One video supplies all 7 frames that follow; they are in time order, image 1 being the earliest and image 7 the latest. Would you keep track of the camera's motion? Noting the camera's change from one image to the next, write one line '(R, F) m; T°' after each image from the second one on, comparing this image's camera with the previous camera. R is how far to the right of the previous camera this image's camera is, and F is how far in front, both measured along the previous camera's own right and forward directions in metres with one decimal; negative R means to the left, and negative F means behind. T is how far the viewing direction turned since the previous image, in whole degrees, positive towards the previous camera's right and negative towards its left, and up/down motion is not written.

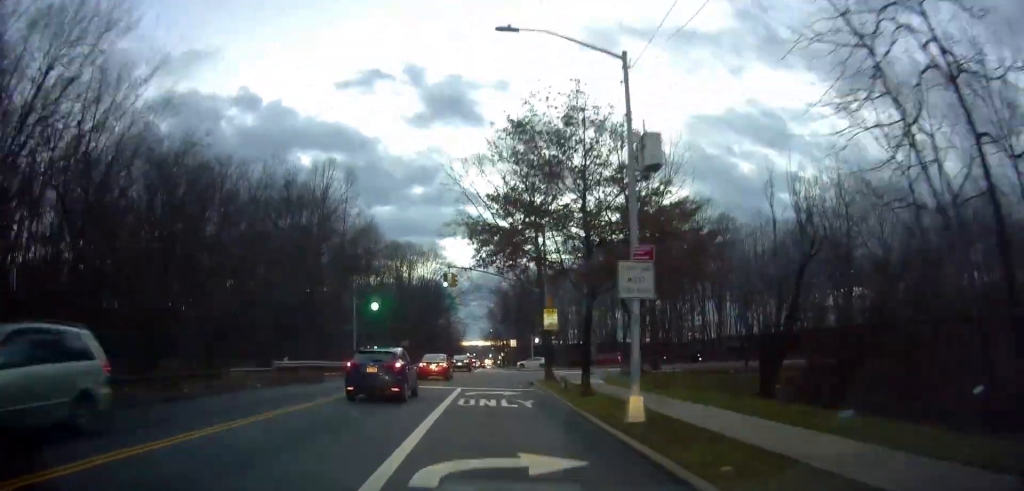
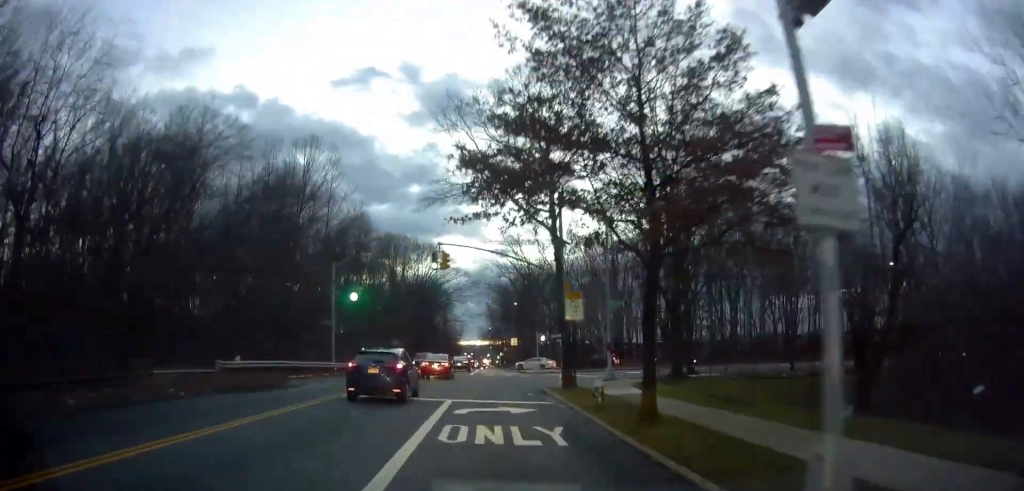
(-0.1, +6.9) m; +3°
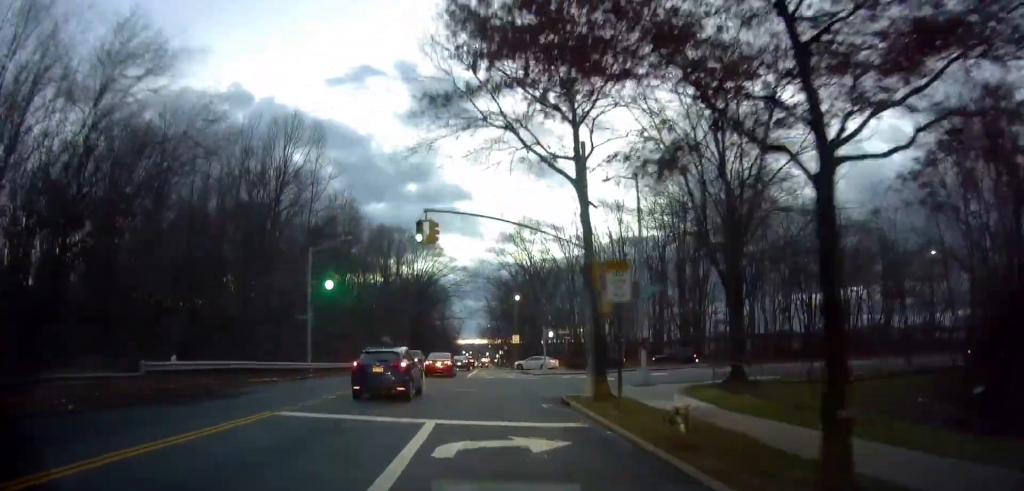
(+0.1, +6.3) m; +2°
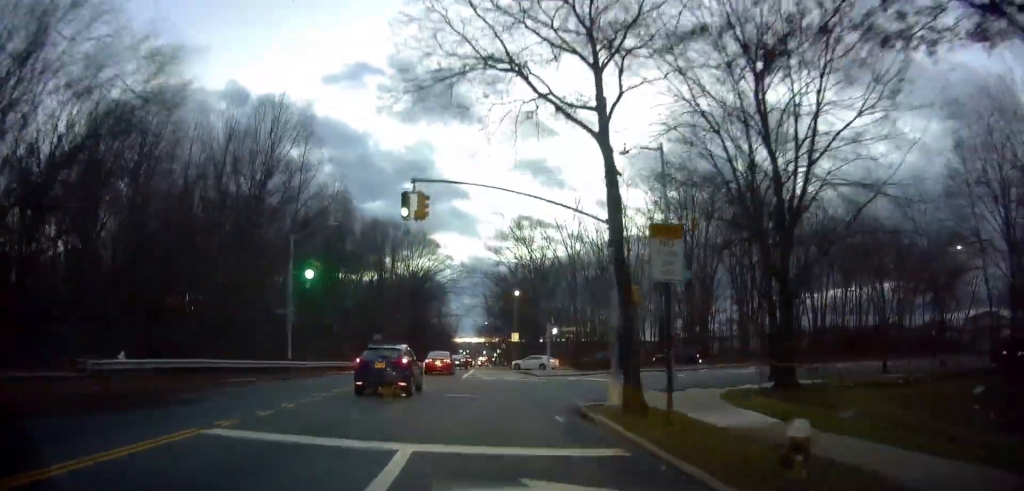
(+0.4, +3.9) m; -1°
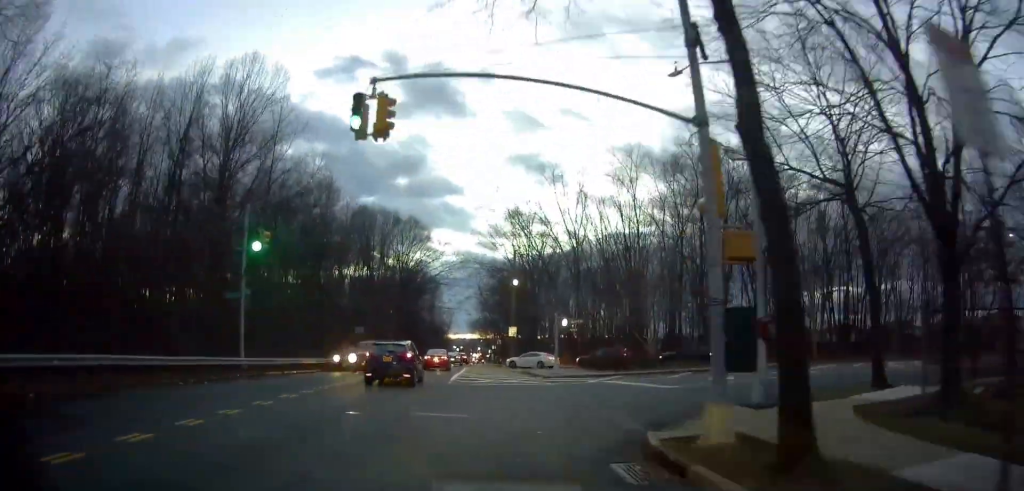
(-0.4, +7.1) m; -2°
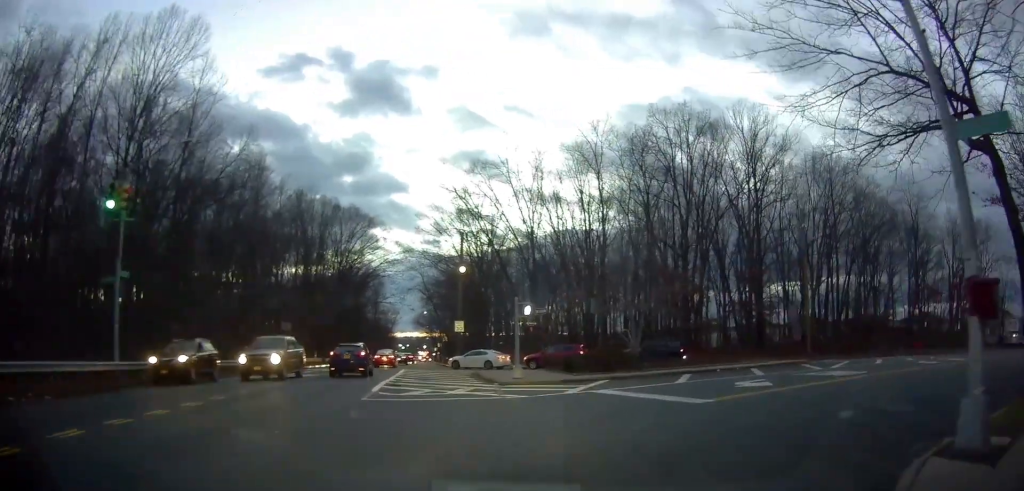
(+0.3, +9.0) m; +9°
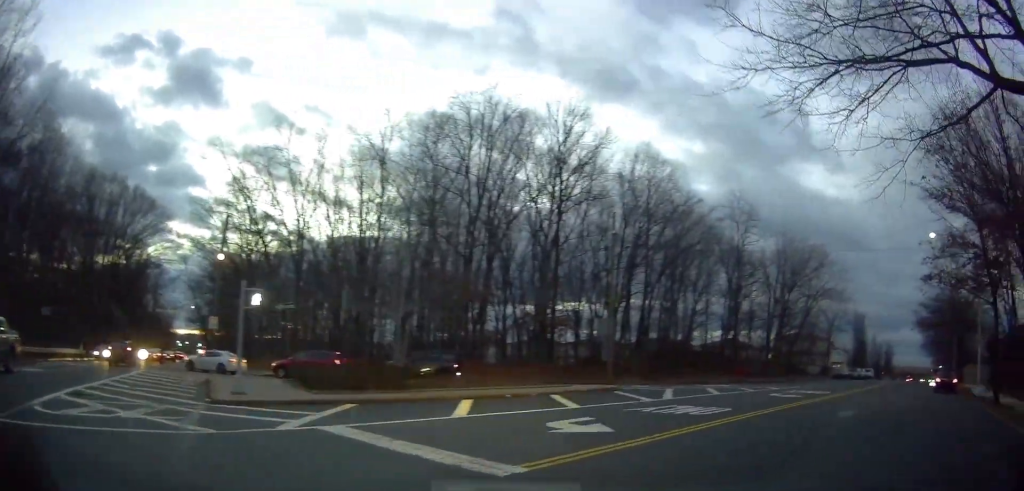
(+0.9, +7.2) m; +21°
